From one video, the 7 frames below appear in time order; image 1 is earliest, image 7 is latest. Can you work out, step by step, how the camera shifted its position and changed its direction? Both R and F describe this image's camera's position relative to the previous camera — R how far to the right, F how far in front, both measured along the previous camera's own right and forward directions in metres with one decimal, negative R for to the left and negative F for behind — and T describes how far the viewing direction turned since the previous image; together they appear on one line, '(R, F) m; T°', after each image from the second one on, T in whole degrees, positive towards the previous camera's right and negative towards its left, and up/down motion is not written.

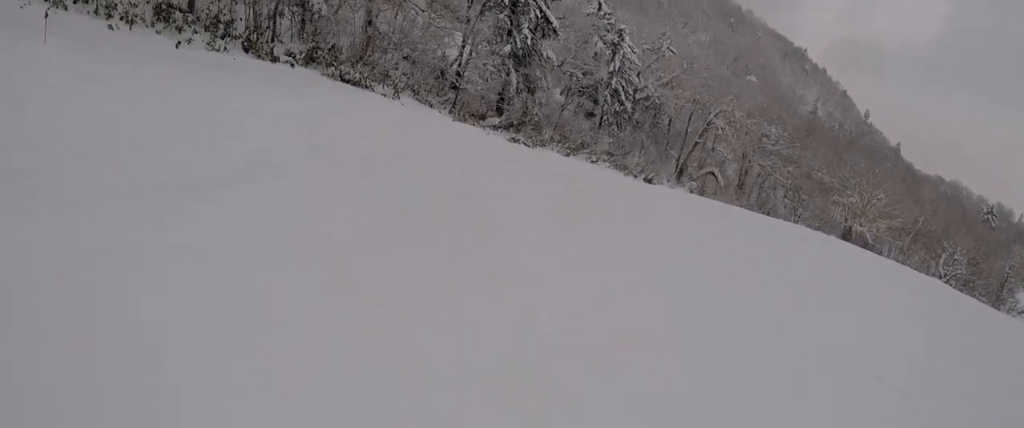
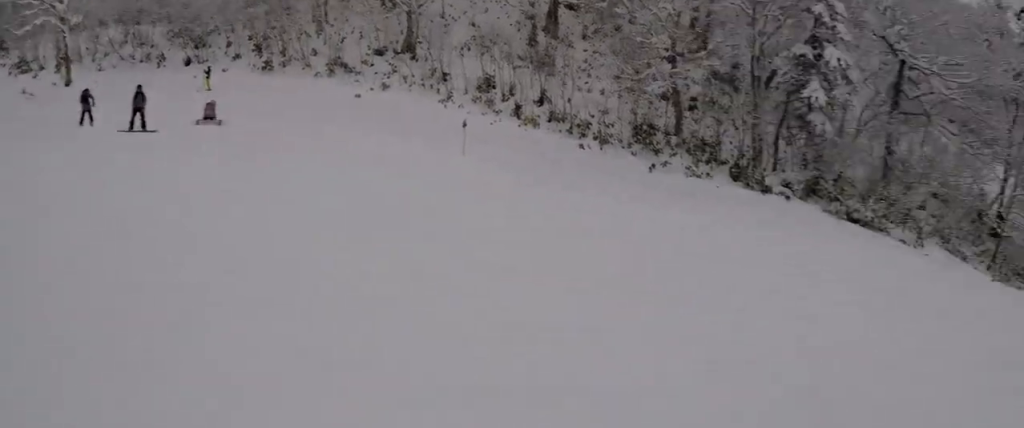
(-1.1, +8.5) m; -8°
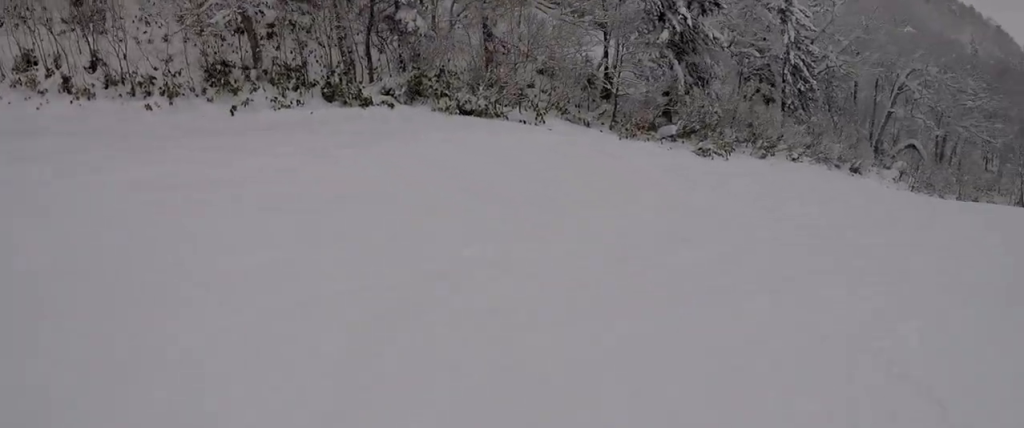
(0.0, +2.8) m; +5°
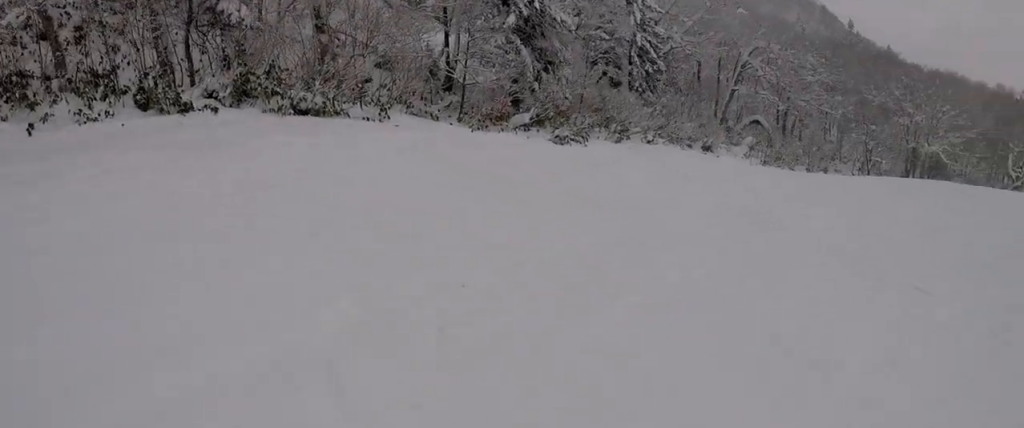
(+0.1, +2.1) m; +9°
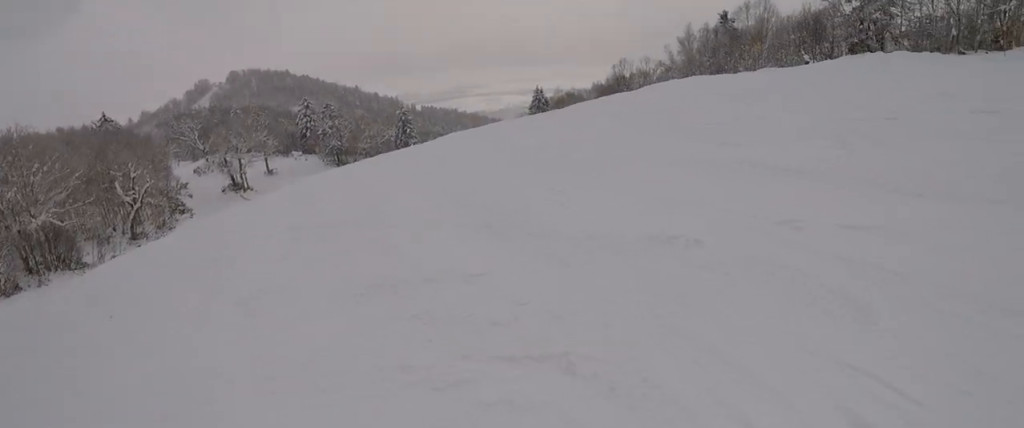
(+4.1, +7.2) m; +59°
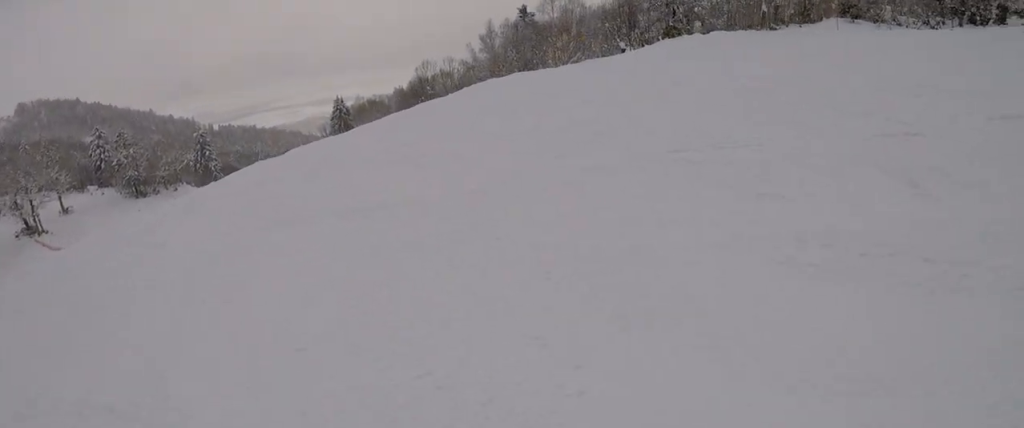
(+0.3, +2.4) m; +10°
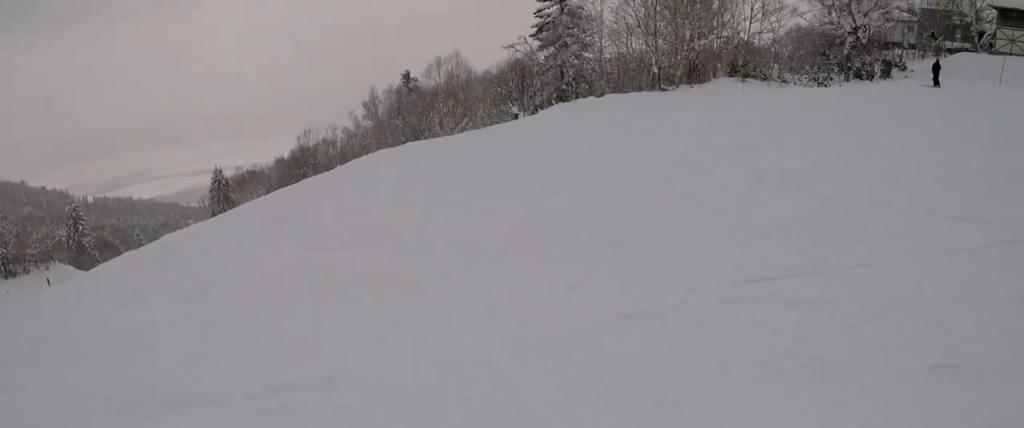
(+0.2, +2.0) m; +3°
